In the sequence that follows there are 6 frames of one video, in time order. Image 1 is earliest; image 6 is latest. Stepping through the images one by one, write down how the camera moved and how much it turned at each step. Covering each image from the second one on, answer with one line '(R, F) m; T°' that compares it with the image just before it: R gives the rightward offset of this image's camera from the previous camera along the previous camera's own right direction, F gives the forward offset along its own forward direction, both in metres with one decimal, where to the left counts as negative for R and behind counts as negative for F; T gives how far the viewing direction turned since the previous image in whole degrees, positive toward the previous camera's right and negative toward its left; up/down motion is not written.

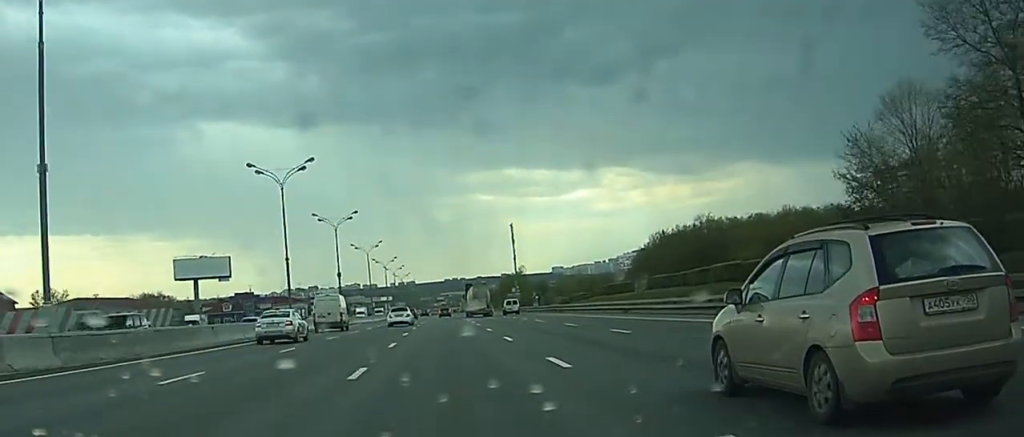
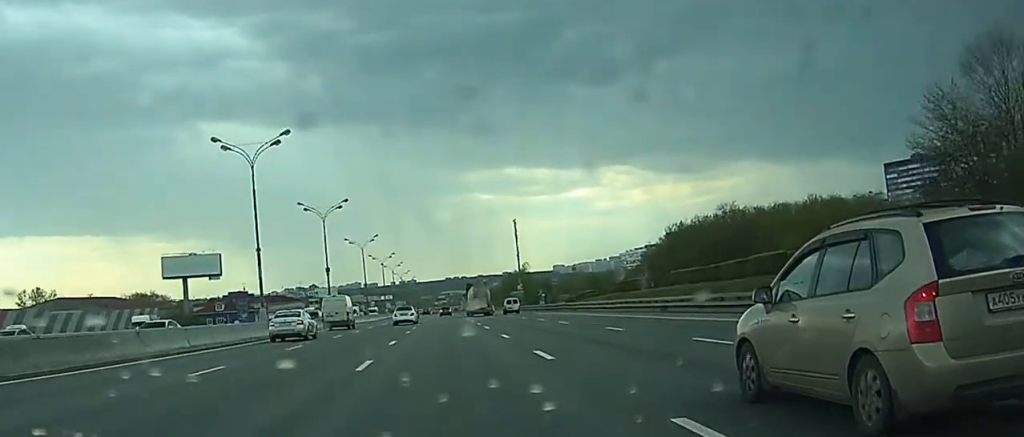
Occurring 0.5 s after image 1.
(0.0, +7.6) m; 0°
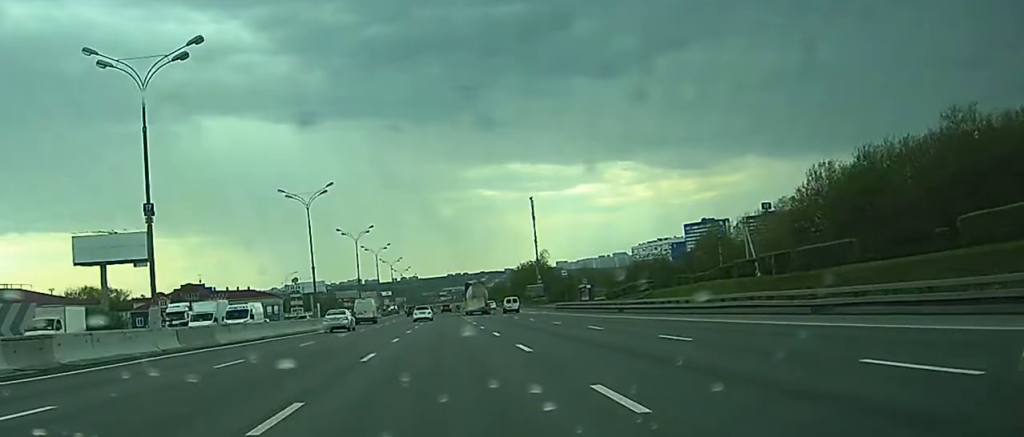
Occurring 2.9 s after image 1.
(-0.3, +47.1) m; -1°
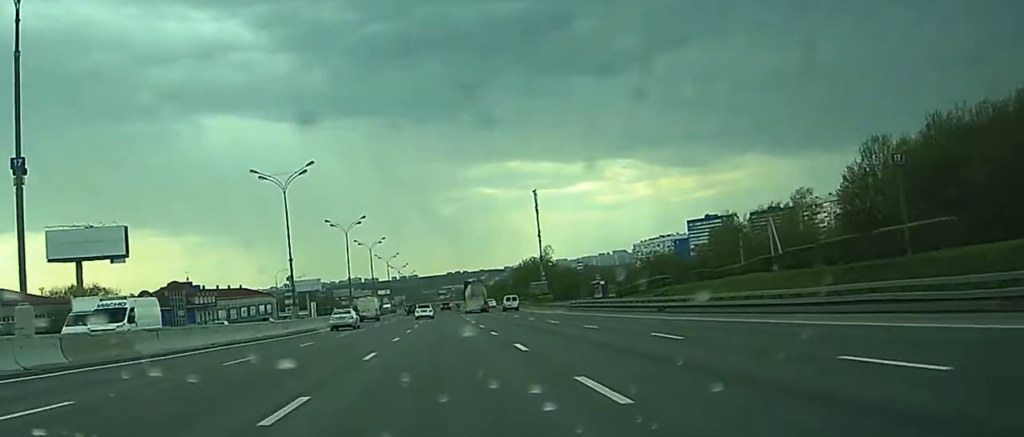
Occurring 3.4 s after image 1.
(0.0, +11.9) m; 0°
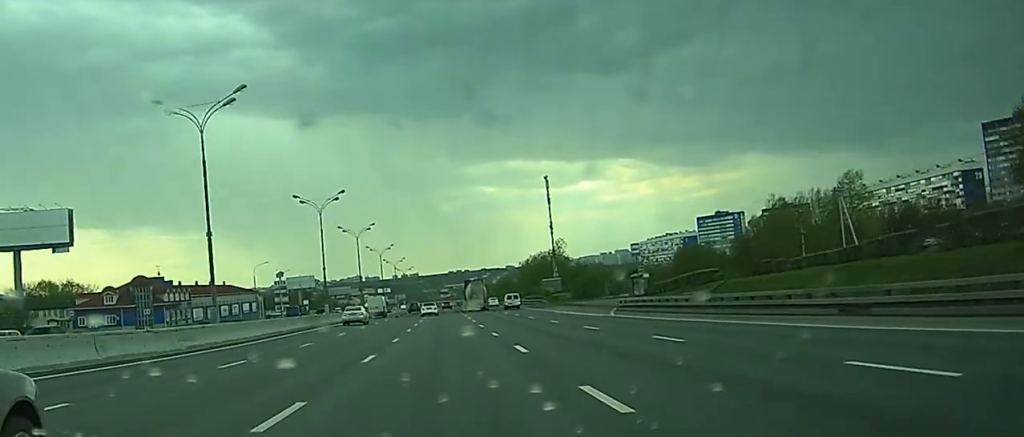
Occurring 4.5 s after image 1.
(0.0, +29.4) m; 0°
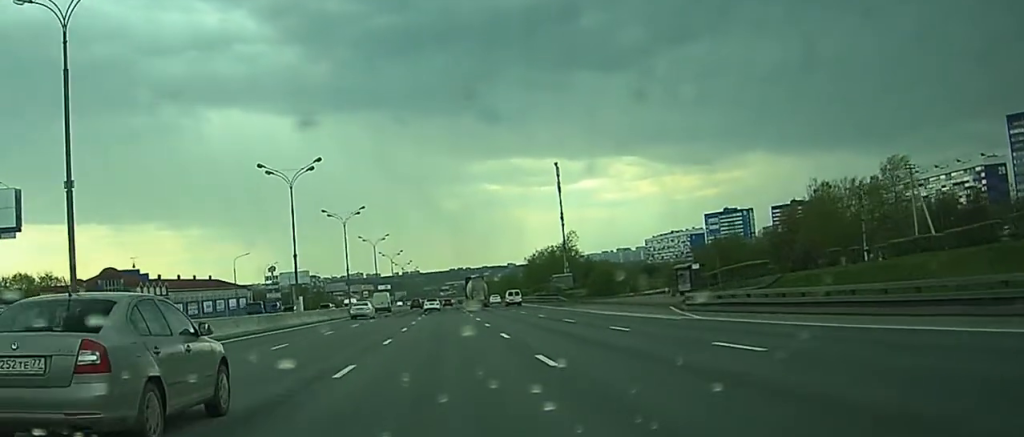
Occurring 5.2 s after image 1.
(+0.1, +23.4) m; 0°
